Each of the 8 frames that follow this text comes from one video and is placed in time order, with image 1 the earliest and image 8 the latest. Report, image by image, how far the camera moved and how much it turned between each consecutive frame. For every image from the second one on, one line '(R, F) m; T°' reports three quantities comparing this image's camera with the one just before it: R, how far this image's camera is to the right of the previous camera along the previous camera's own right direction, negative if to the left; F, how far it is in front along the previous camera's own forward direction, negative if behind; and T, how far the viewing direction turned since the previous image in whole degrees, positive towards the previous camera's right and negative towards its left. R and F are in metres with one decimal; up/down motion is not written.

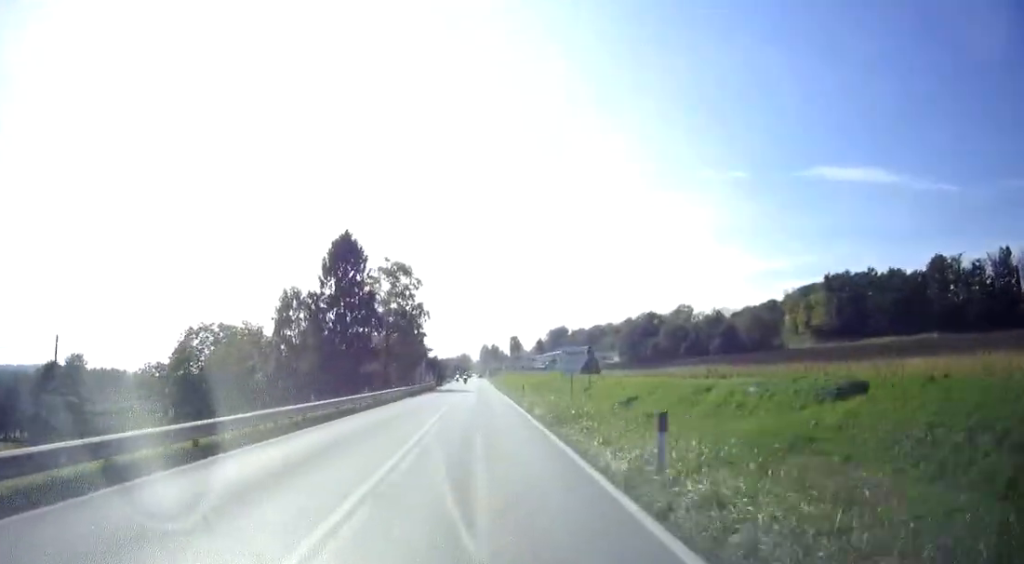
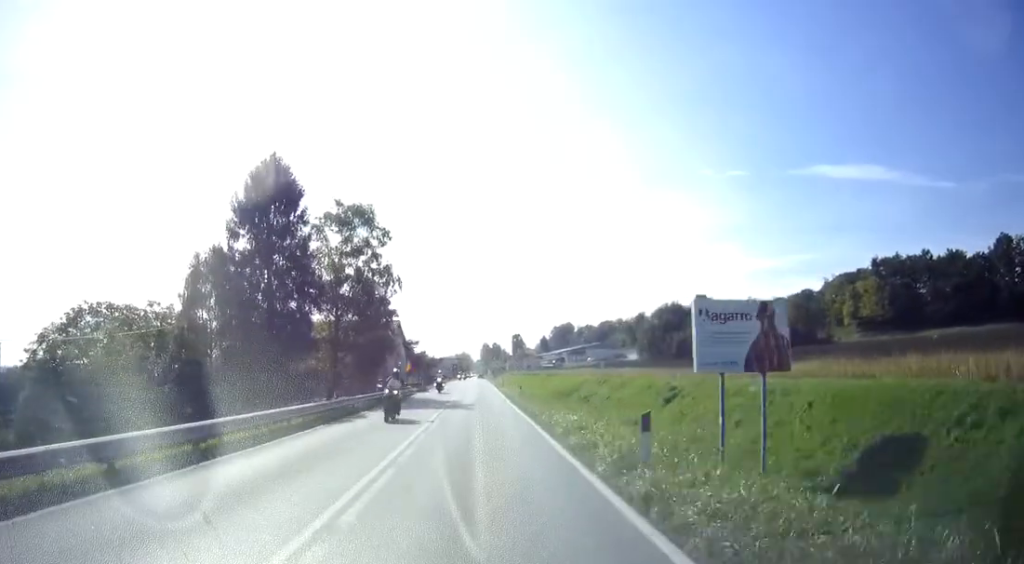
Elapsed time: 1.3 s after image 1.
(0.0, +23.3) m; 0°
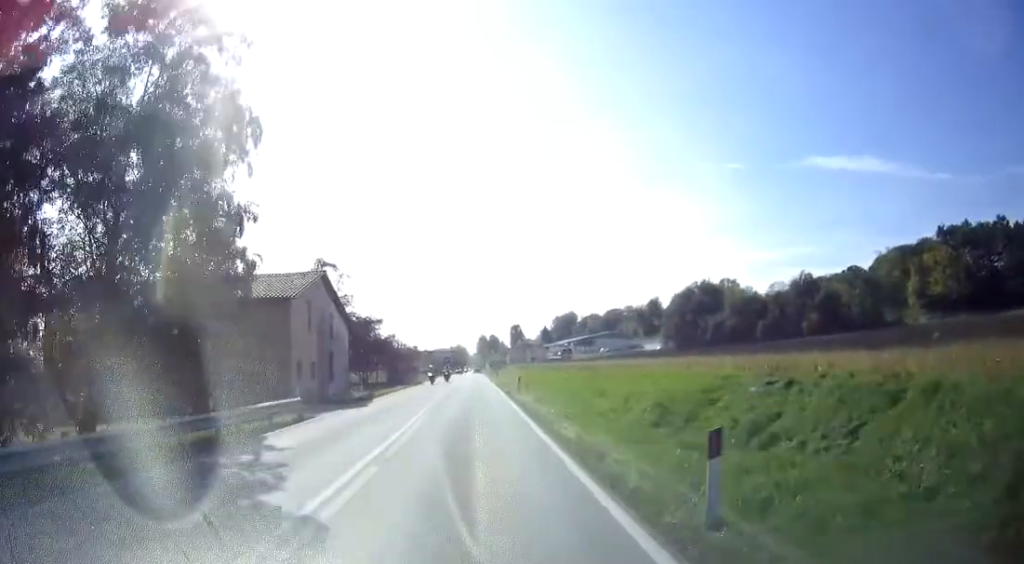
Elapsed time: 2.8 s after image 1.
(0.0, +26.5) m; 0°
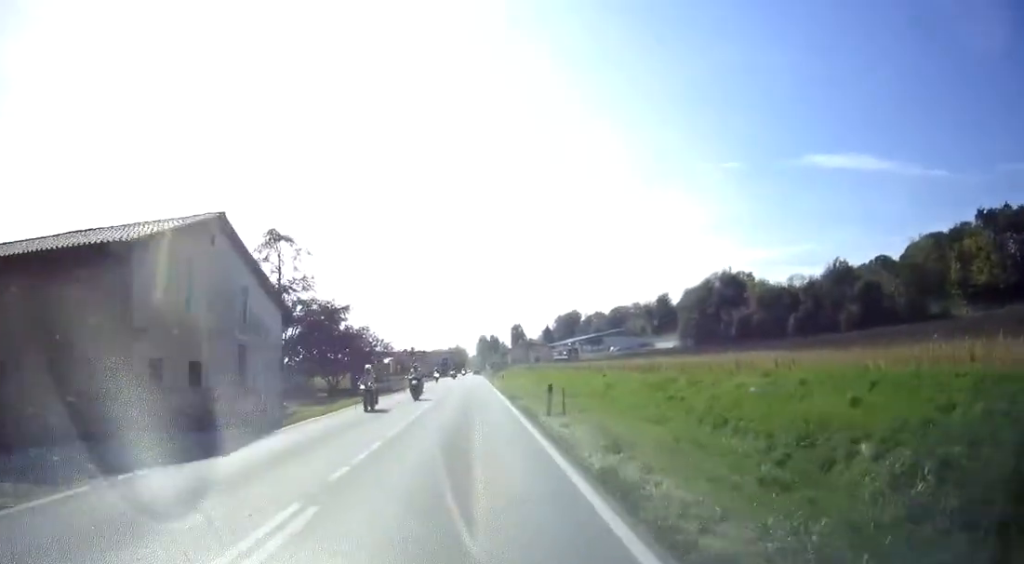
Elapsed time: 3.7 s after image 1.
(0.0, +13.2) m; 0°
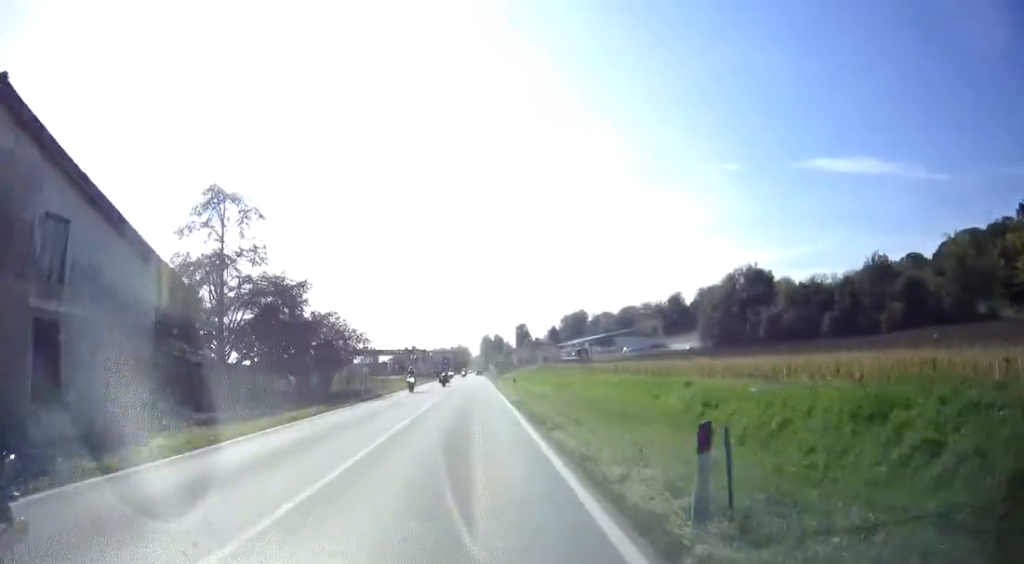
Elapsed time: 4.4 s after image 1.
(+0.1, +10.6) m; -1°
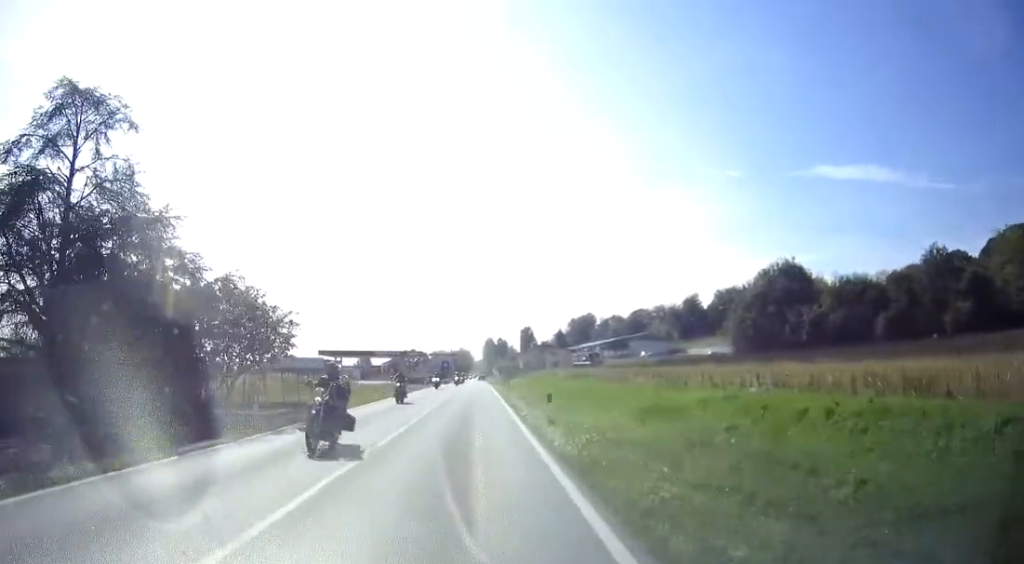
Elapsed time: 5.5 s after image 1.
(-0.4, +14.2) m; -1°
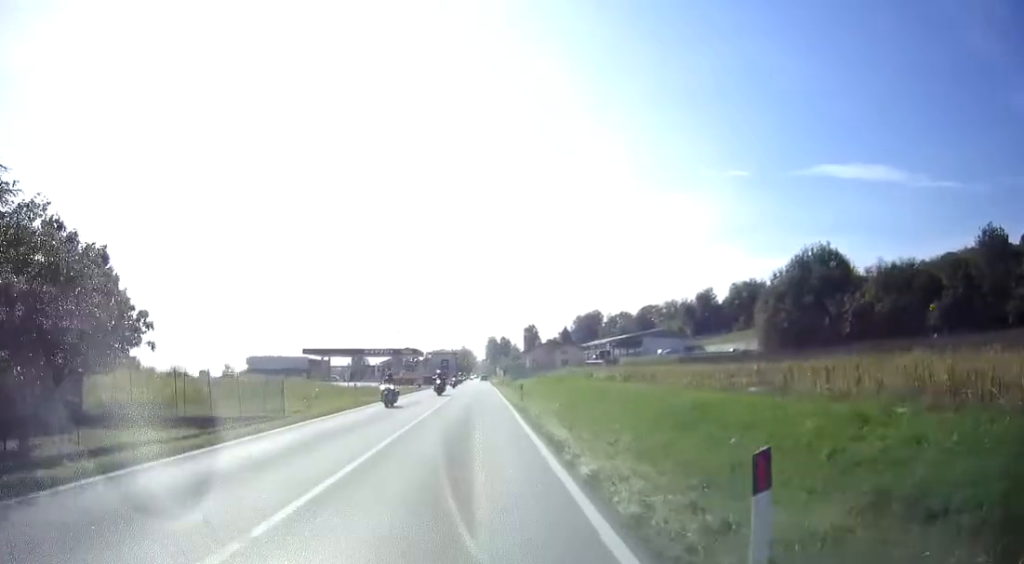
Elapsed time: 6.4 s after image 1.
(0.0, +12.3) m; 0°
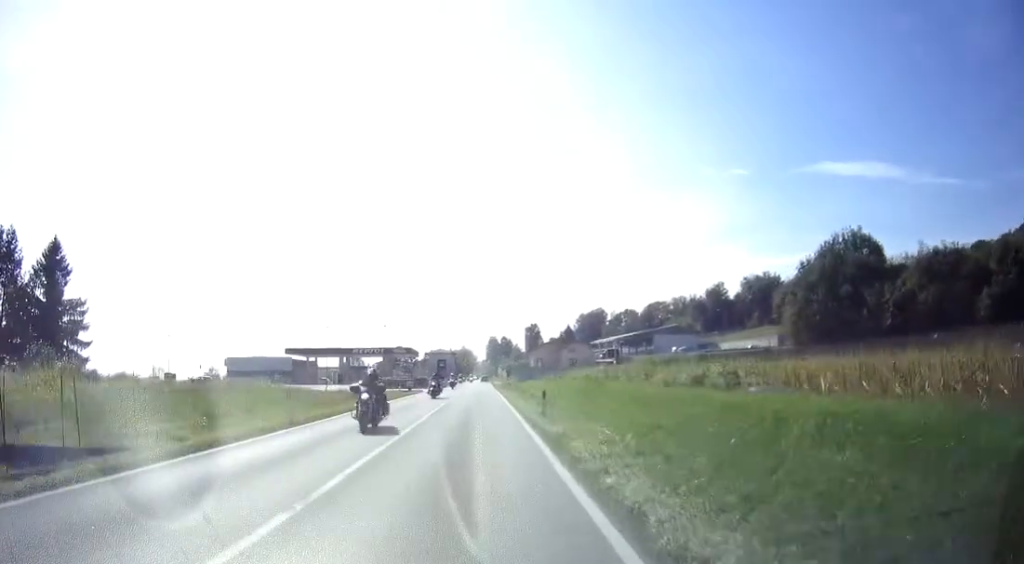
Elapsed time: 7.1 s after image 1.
(0.0, +9.7) m; +1°
